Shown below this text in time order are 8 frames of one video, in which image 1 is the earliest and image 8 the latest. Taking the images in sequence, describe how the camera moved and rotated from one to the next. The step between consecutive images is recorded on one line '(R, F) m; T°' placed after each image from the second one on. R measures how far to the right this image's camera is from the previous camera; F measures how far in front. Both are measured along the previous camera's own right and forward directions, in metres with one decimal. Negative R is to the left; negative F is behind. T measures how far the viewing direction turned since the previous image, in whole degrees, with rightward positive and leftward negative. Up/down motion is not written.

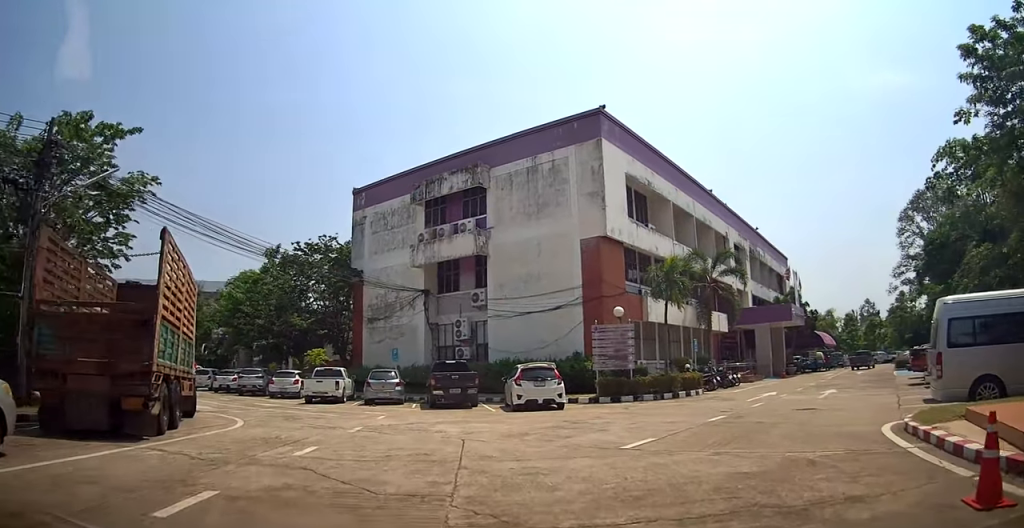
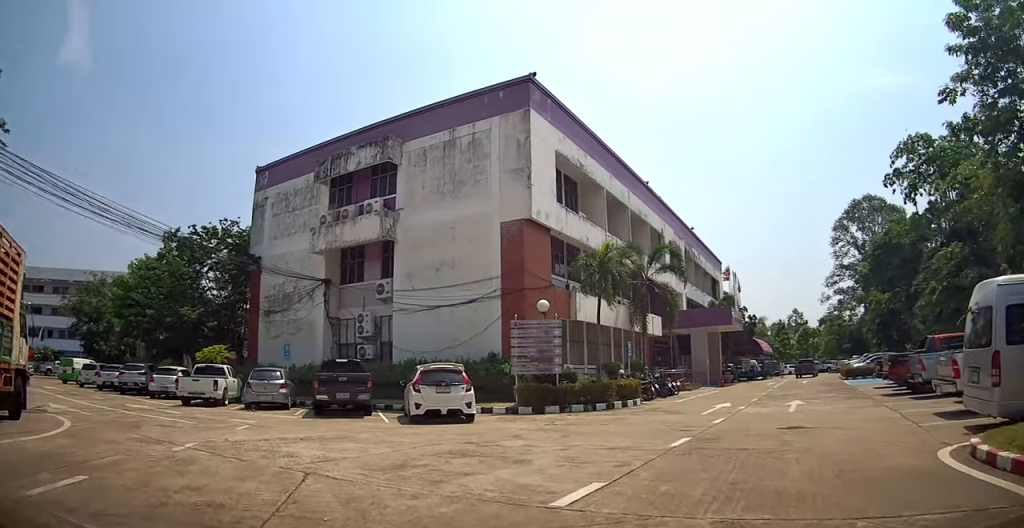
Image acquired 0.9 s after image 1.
(+0.4, +3.6) m; +13°
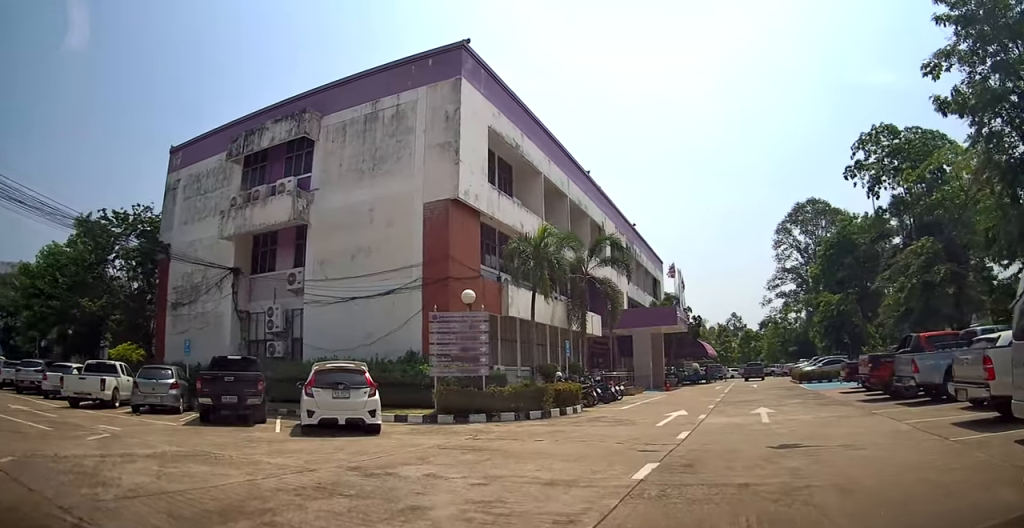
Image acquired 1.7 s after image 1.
(+0.3, +2.7) m; +9°
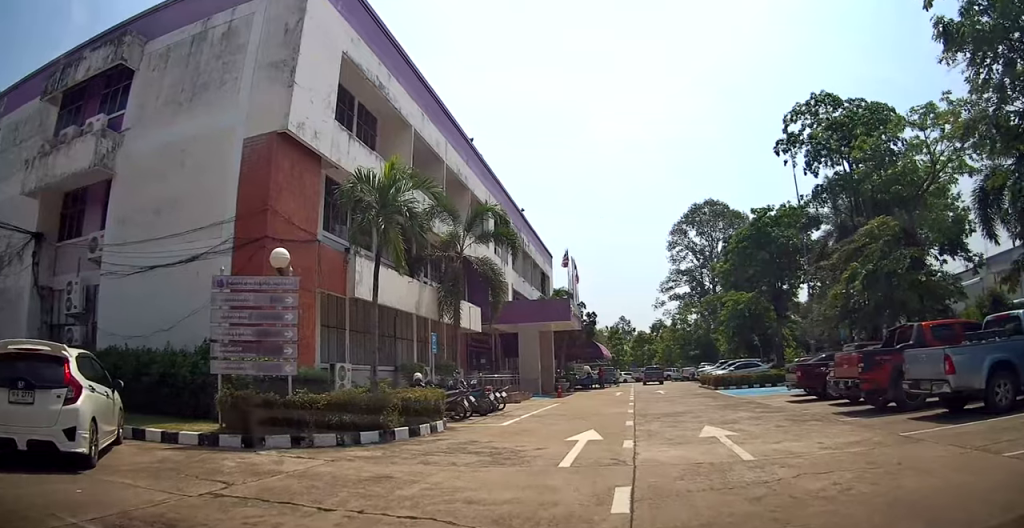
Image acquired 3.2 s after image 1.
(+0.4, +5.1) m; +9°
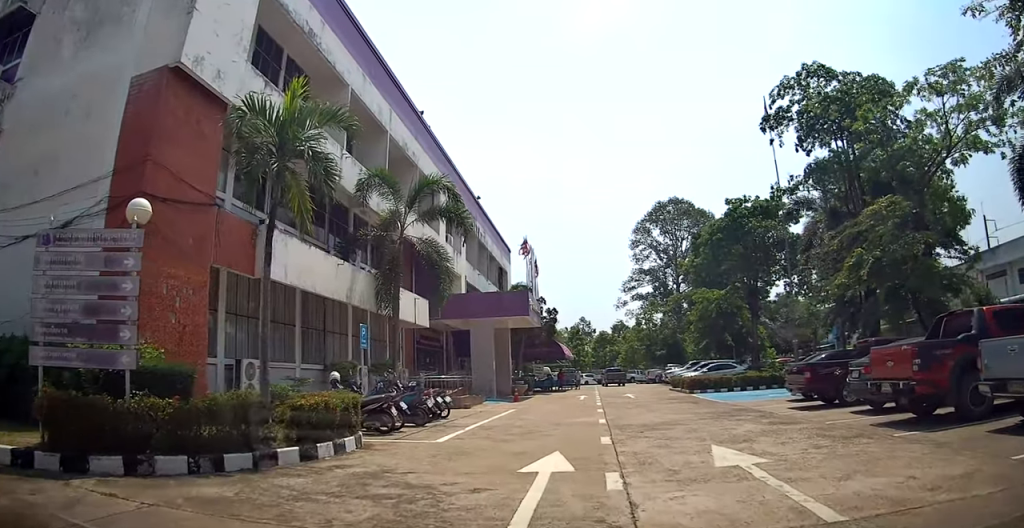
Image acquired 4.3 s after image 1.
(+0.2, +3.1) m; +11°
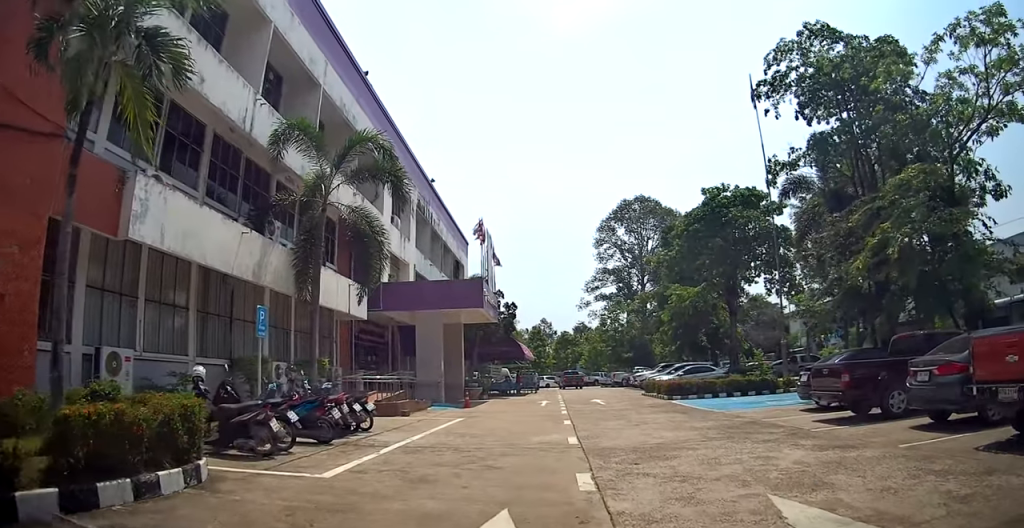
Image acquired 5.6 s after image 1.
(+0.5, +3.3) m; +13°
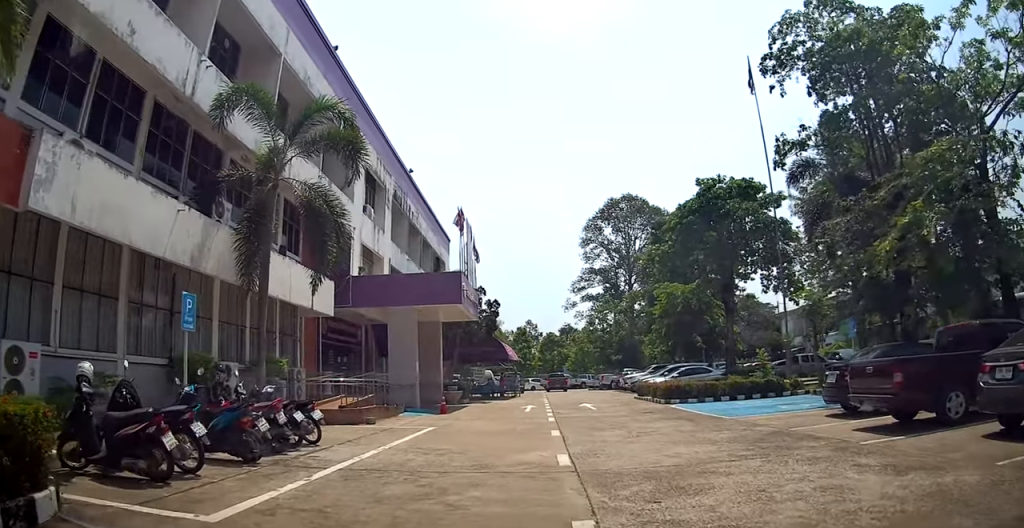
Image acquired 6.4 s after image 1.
(0.0, +1.9) m; +4°
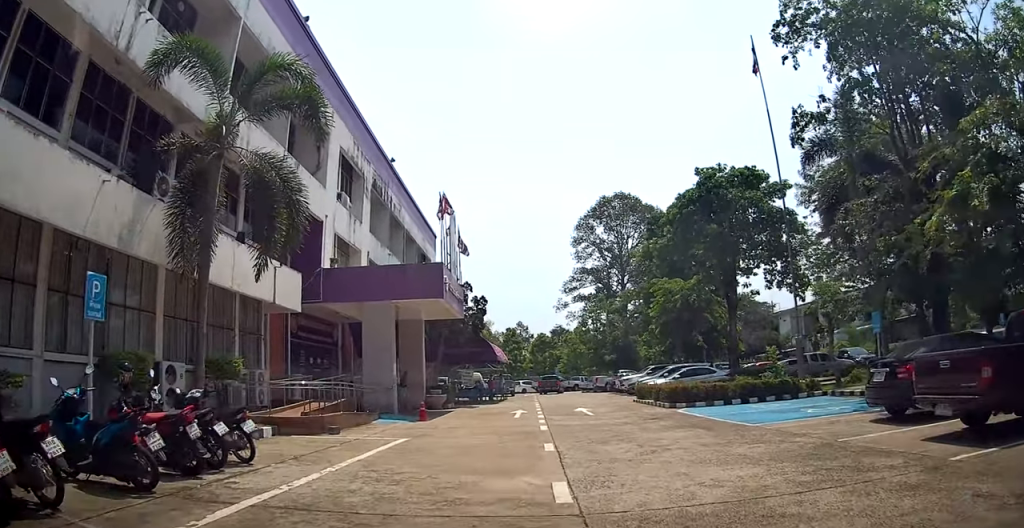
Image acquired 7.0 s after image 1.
(+0.1, +1.8) m; +2°
